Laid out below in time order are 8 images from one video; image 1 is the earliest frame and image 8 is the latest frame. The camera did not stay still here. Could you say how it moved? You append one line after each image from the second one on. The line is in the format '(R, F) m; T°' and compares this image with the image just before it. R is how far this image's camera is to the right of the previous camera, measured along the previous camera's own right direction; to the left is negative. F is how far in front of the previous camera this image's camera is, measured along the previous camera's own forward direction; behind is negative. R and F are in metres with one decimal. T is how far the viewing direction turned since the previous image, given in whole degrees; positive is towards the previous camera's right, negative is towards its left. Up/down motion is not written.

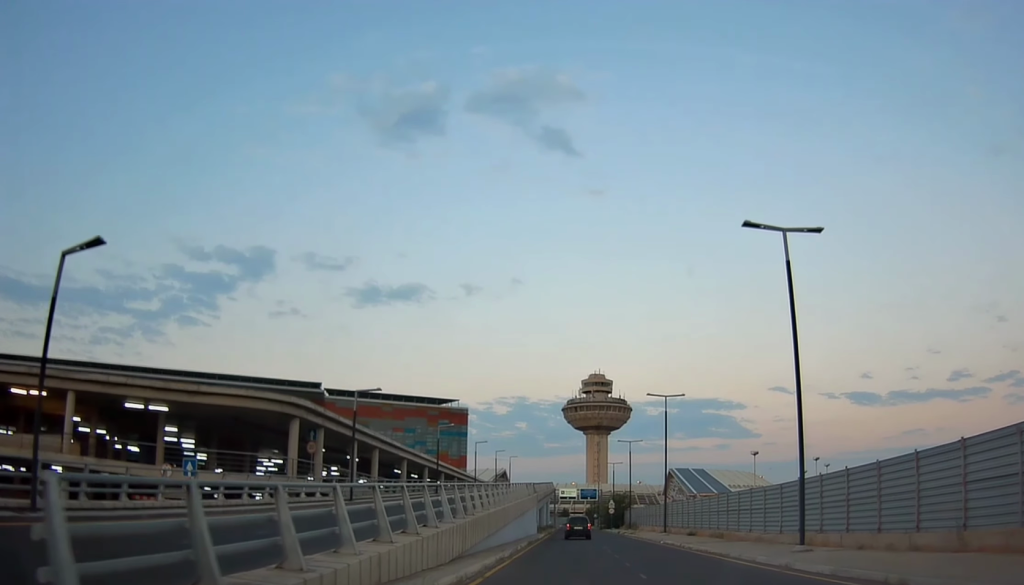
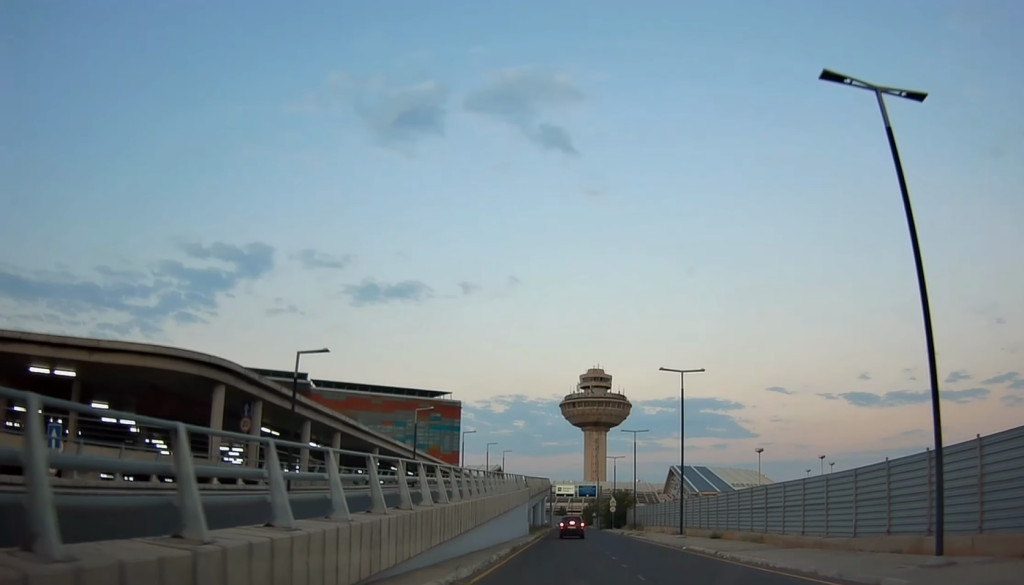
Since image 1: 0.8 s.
(-0.2, +8.3) m; 0°
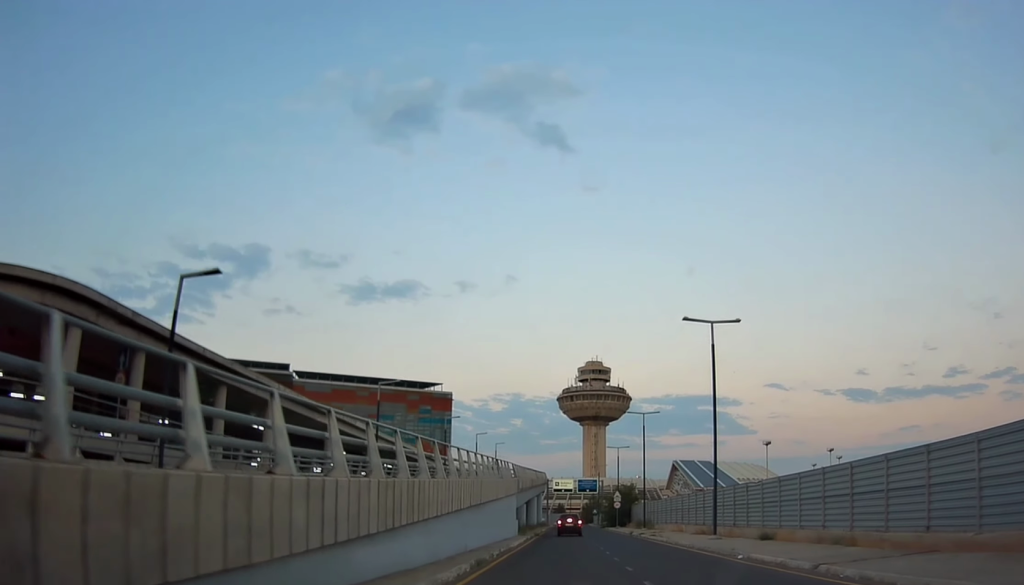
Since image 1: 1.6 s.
(+0.1, +9.9) m; +1°
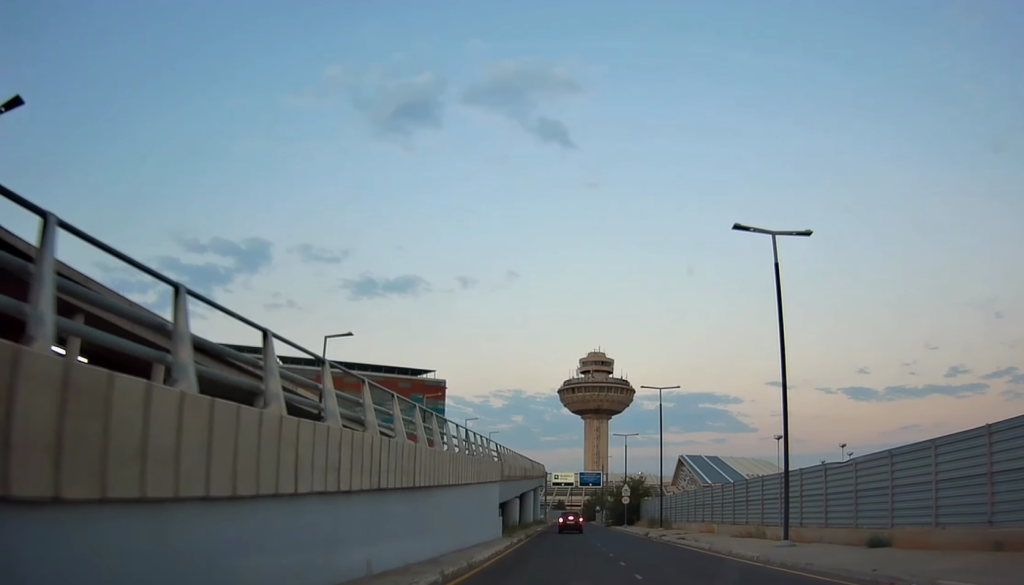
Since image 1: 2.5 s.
(+0.1, +10.3) m; 0°
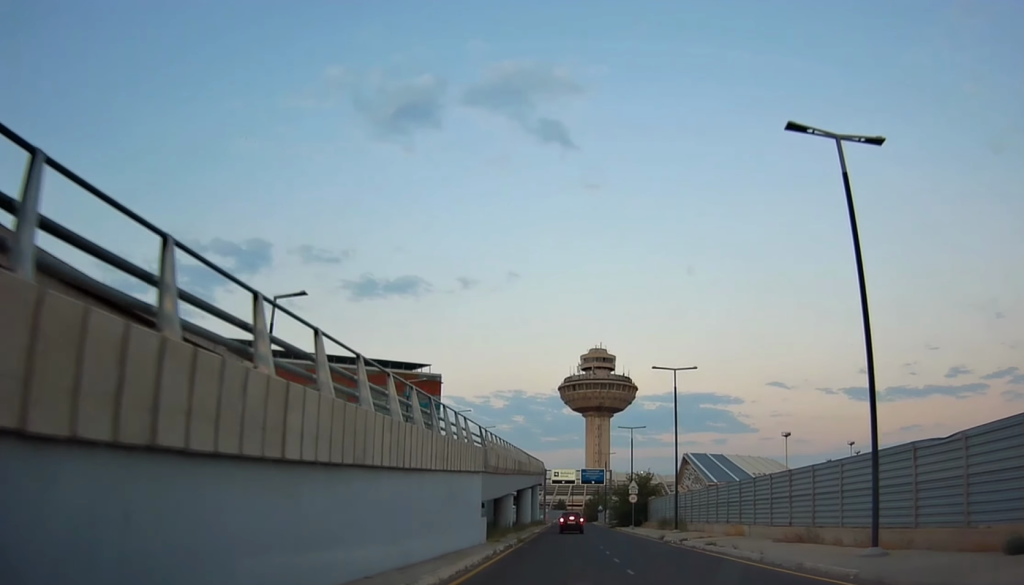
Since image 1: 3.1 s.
(+0.1, +6.6) m; -1°
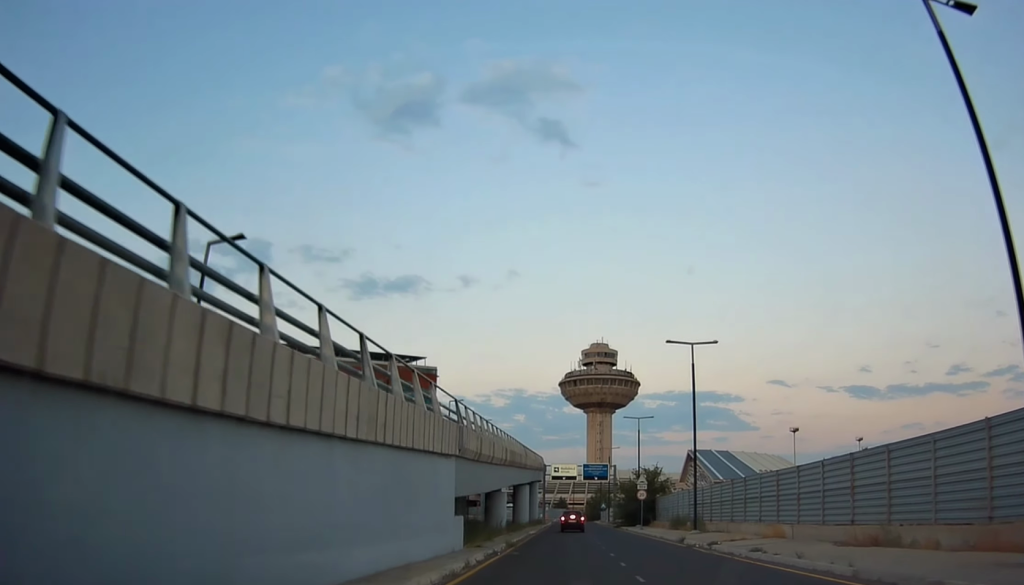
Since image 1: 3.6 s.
(-0.2, +6.1) m; 0°
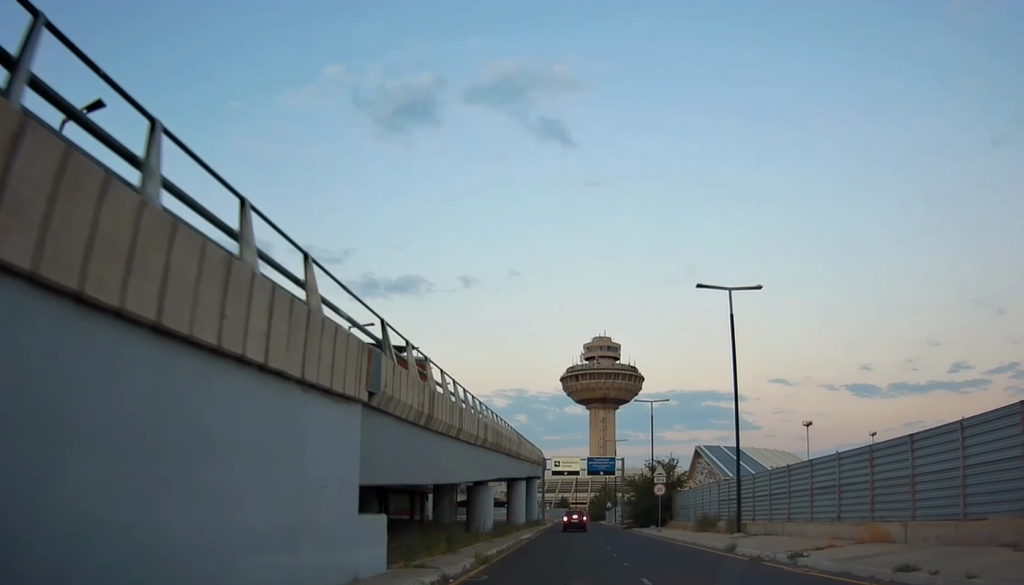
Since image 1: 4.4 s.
(-0.1, +9.0) m; +1°
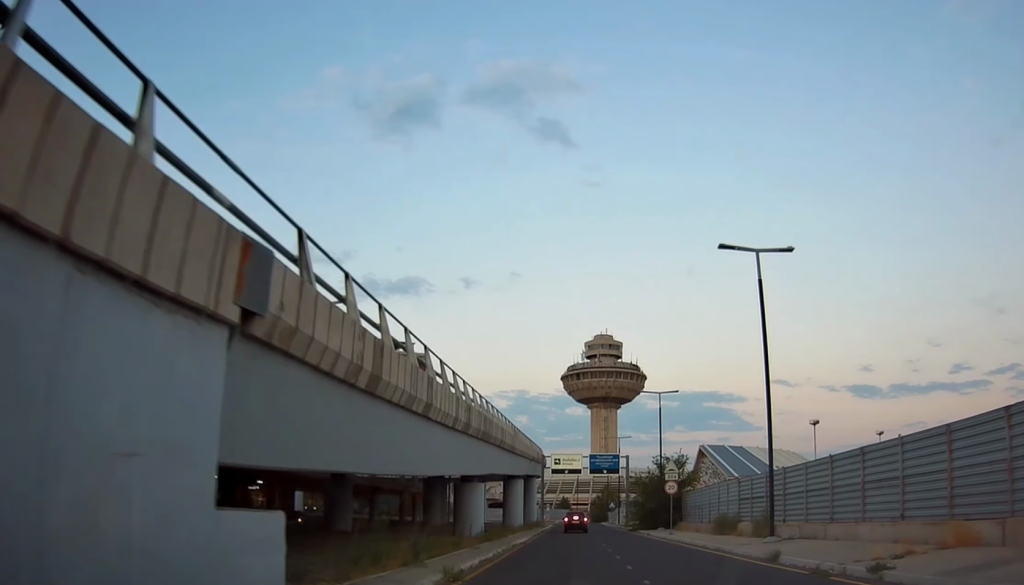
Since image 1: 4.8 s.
(+0.1, +4.4) m; +1°
